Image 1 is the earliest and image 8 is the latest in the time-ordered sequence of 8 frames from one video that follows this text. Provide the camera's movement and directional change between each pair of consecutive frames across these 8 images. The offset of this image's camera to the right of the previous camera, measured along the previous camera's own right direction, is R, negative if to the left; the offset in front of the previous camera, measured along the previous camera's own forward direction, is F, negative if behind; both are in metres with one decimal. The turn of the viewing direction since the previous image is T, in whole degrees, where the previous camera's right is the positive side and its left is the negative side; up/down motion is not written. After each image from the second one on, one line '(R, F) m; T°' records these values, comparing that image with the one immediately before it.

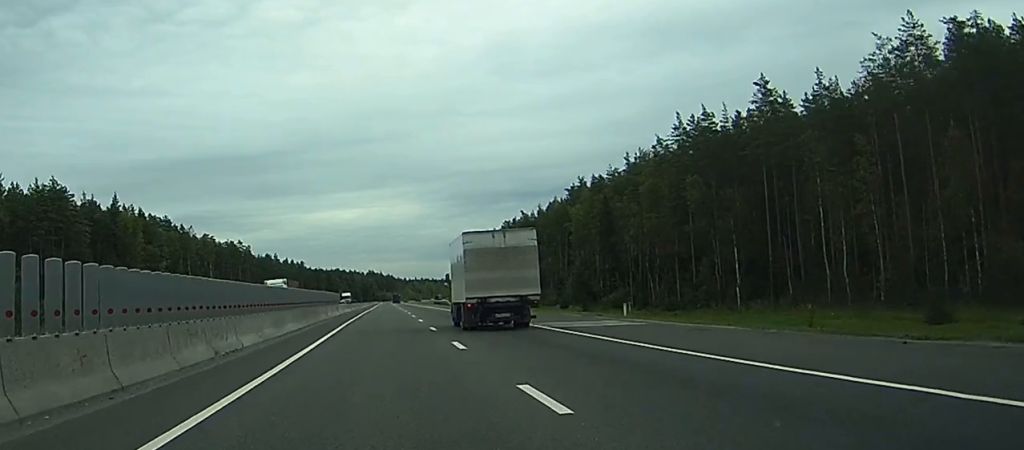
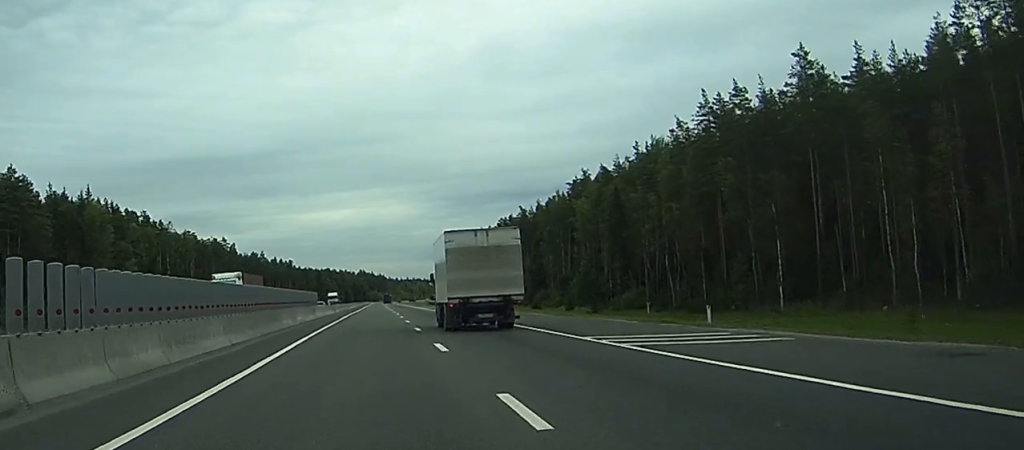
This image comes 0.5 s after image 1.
(0.0, +12.9) m; +1°
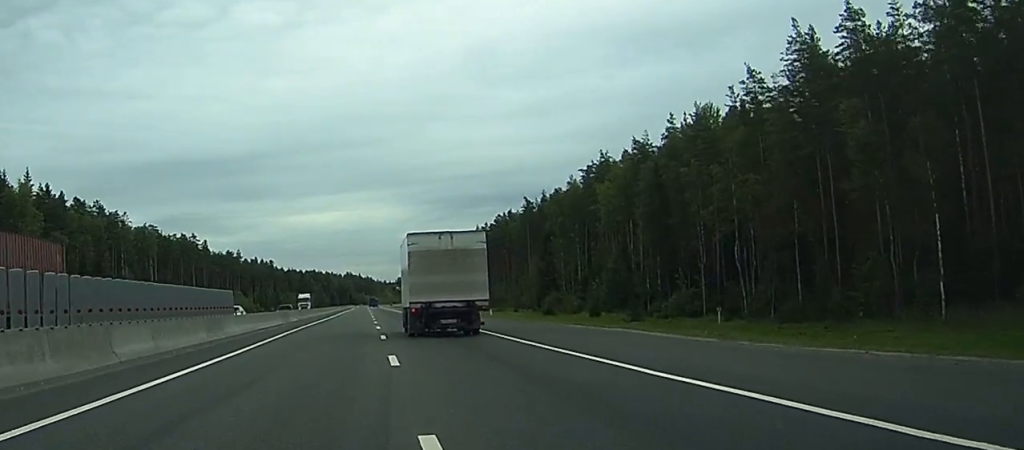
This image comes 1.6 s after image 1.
(+0.3, +27.3) m; +1°
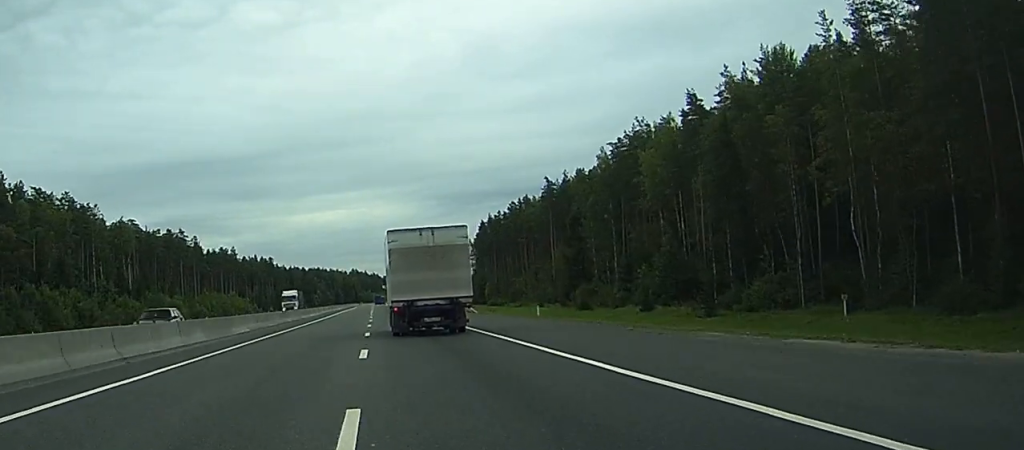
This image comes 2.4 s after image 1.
(0.0, +21.9) m; 0°
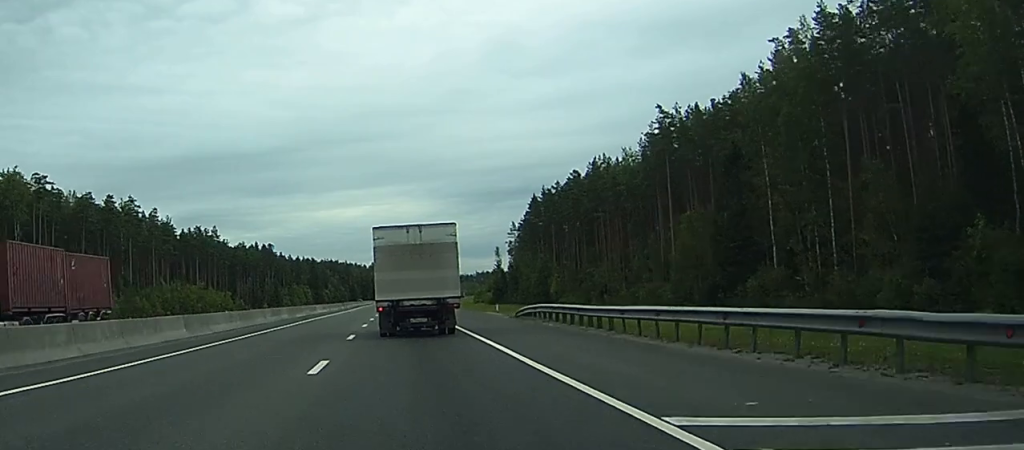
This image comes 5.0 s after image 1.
(-0.3, +63.8) m; -1°
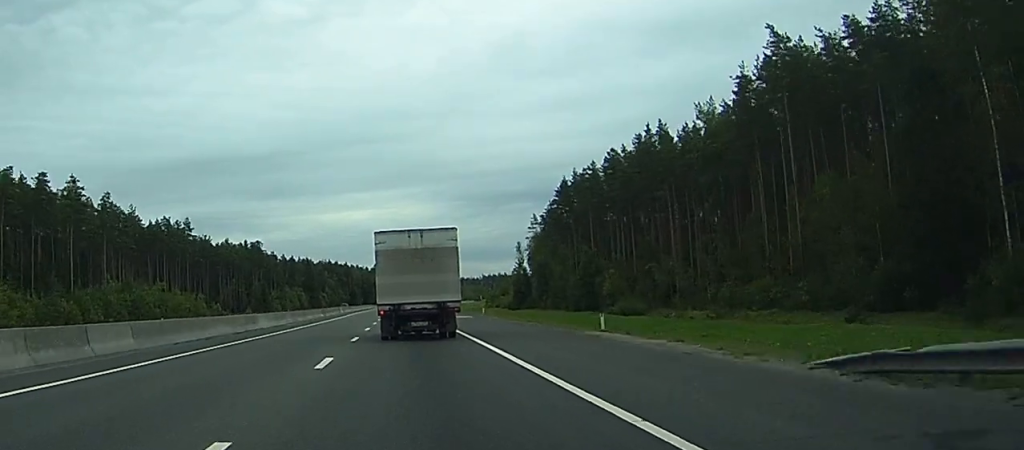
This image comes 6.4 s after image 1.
(-0.3, +34.2) m; 0°
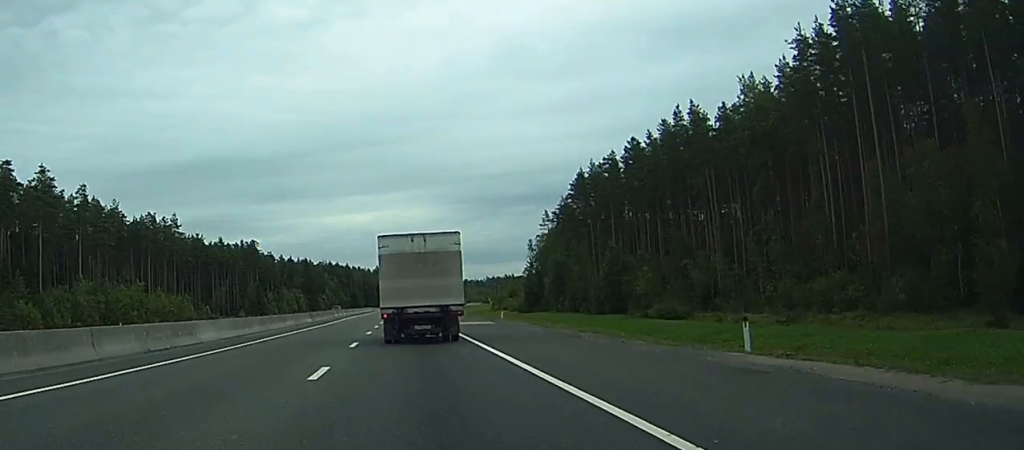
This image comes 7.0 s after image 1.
(0.0, +13.8) m; 0°
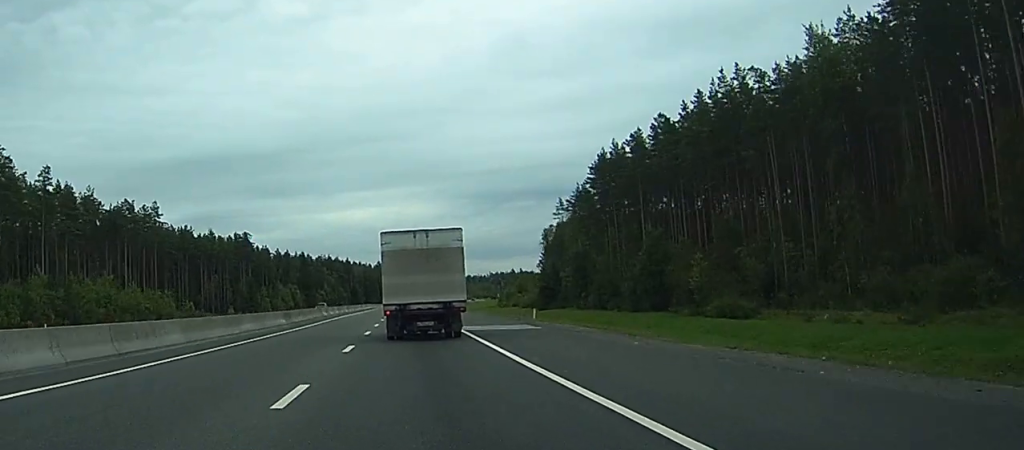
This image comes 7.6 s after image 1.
(0.0, +16.2) m; 0°
